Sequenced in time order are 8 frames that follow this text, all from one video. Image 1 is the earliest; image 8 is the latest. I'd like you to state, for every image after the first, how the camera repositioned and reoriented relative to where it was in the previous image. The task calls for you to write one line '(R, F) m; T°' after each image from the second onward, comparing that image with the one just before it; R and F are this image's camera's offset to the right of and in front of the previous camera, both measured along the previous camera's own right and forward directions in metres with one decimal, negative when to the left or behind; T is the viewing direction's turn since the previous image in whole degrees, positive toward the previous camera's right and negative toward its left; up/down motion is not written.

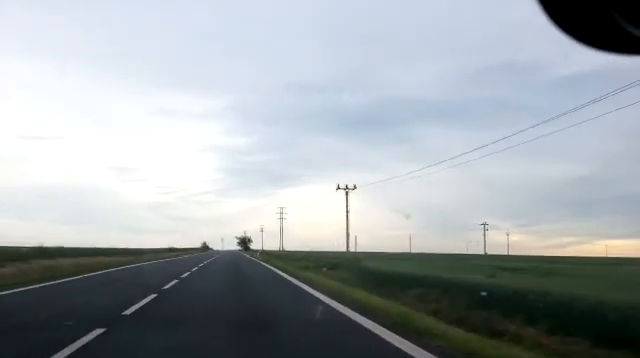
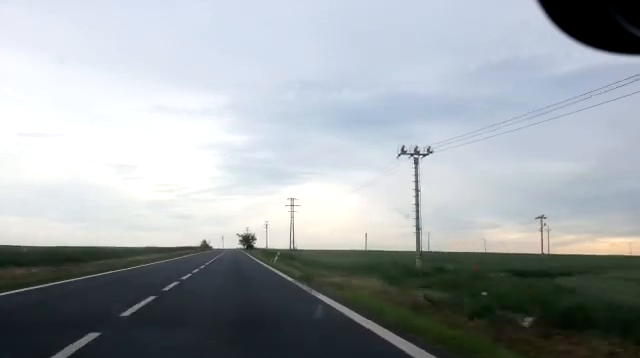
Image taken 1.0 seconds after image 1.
(-0.2, +23.1) m; -1°
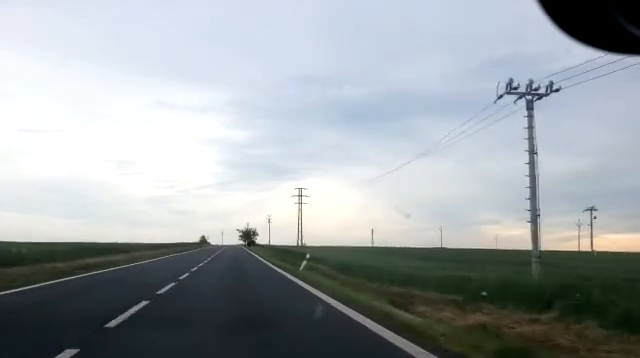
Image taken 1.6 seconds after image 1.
(-0.1, +14.7) m; 0°
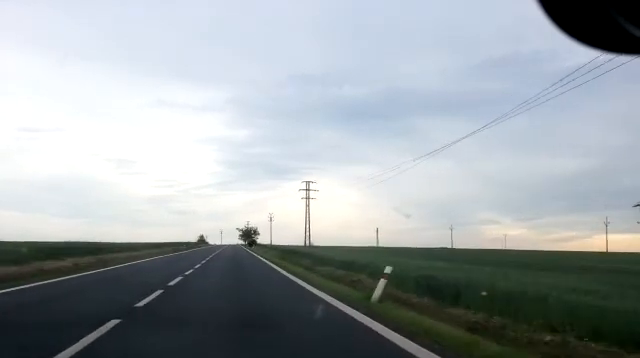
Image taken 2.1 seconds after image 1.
(+0.1, +11.6) m; 0°
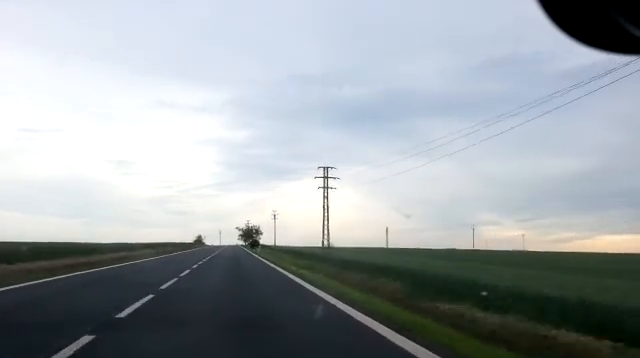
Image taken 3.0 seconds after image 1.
(+0.1, +19.3) m; 0°
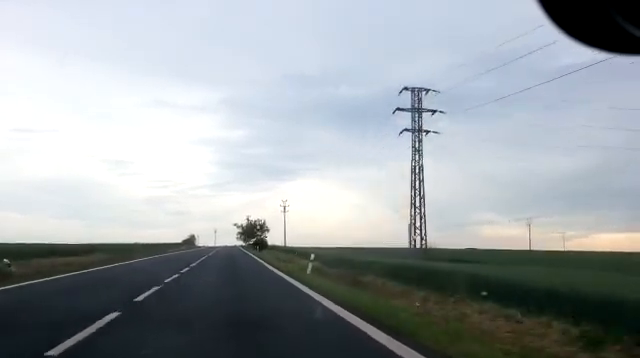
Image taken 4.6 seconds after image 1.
(0.0, +38.1) m; 0°
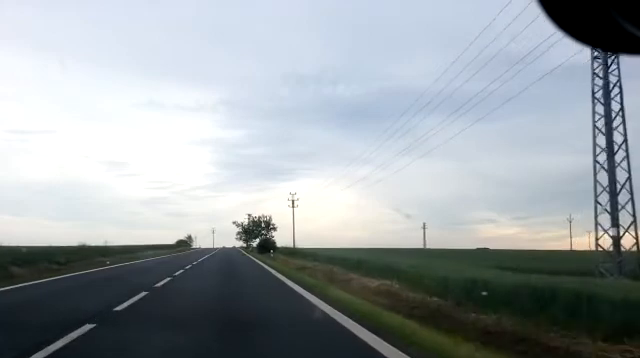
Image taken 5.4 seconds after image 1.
(-0.1, +19.0) m; +1°
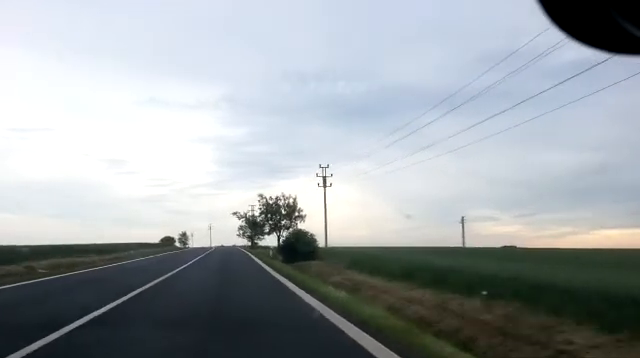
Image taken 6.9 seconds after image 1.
(-0.2, +34.7) m; -1°
